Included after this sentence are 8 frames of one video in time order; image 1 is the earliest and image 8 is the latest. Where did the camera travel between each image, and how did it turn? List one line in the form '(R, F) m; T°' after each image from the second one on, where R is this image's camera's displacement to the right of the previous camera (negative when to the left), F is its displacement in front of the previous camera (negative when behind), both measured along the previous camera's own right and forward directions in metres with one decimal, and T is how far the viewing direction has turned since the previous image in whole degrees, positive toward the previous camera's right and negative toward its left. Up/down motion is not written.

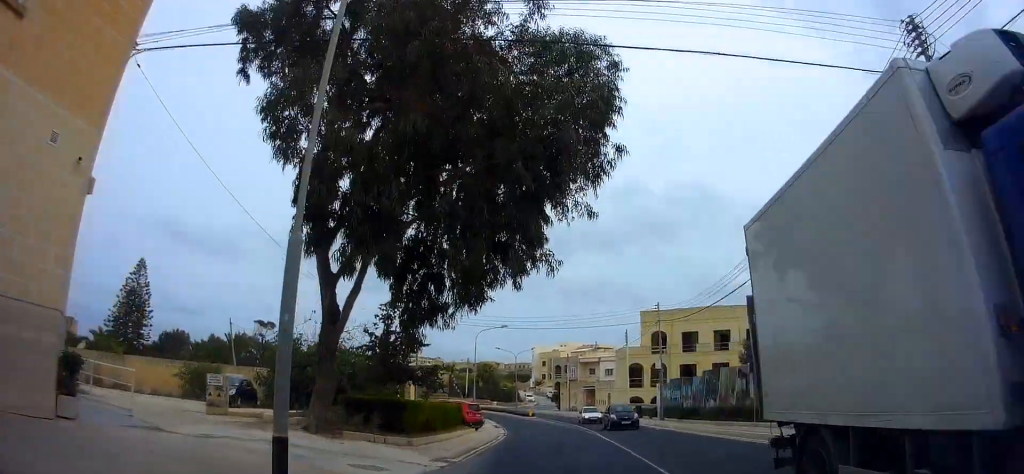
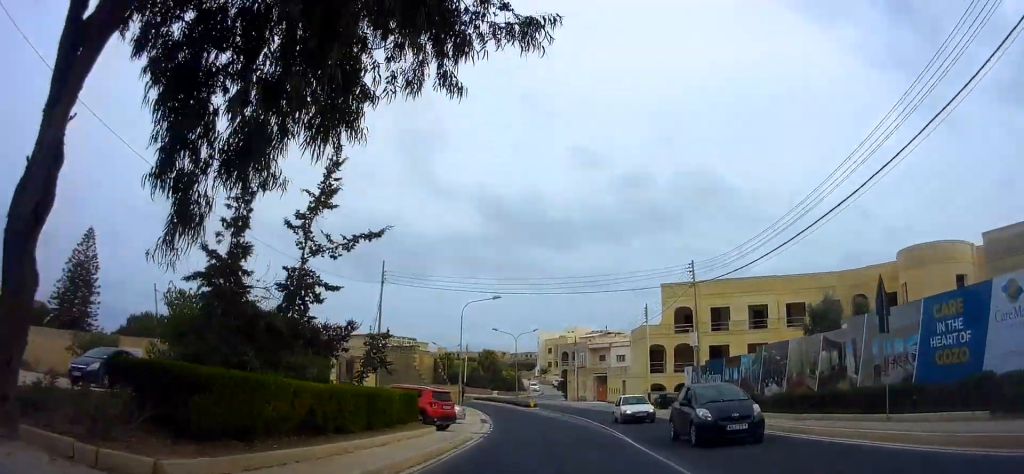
(-0.3, +9.3) m; -2°
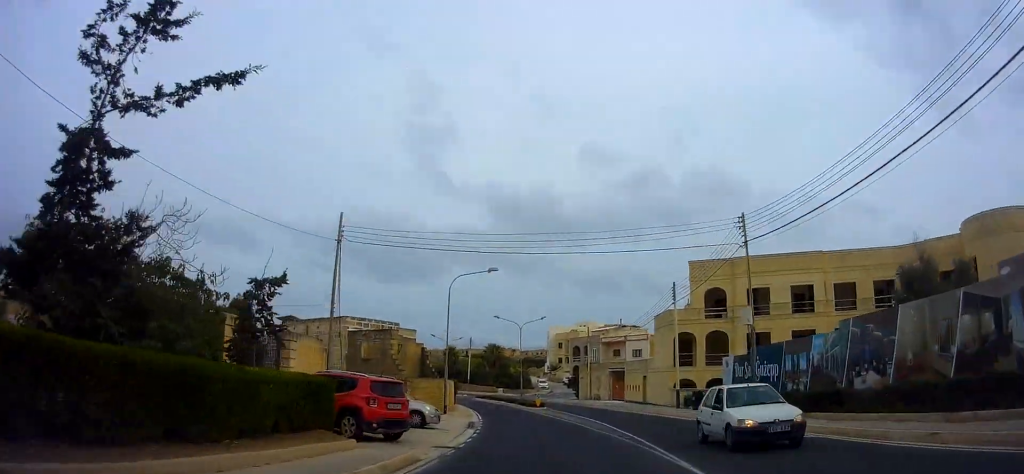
(-0.1, +7.7) m; 0°
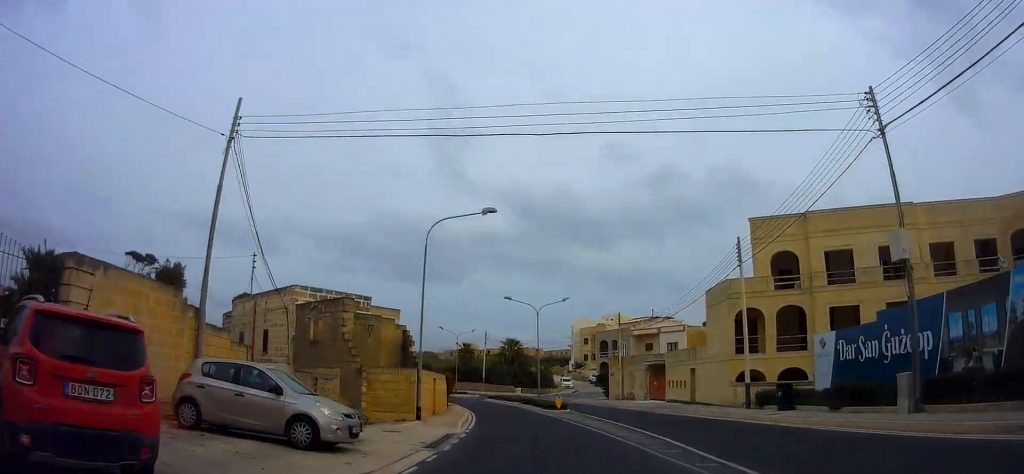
(+0.3, +10.2) m; +1°
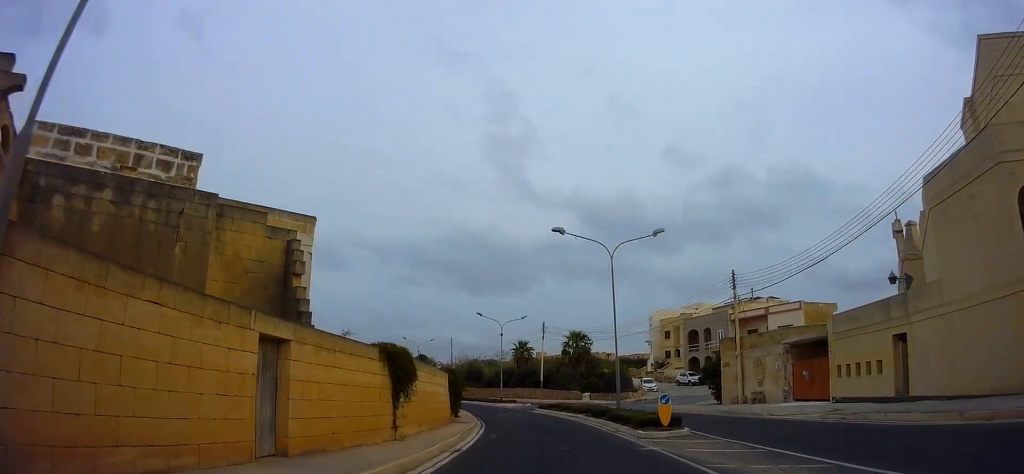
(-1.8, +19.1) m; -11°
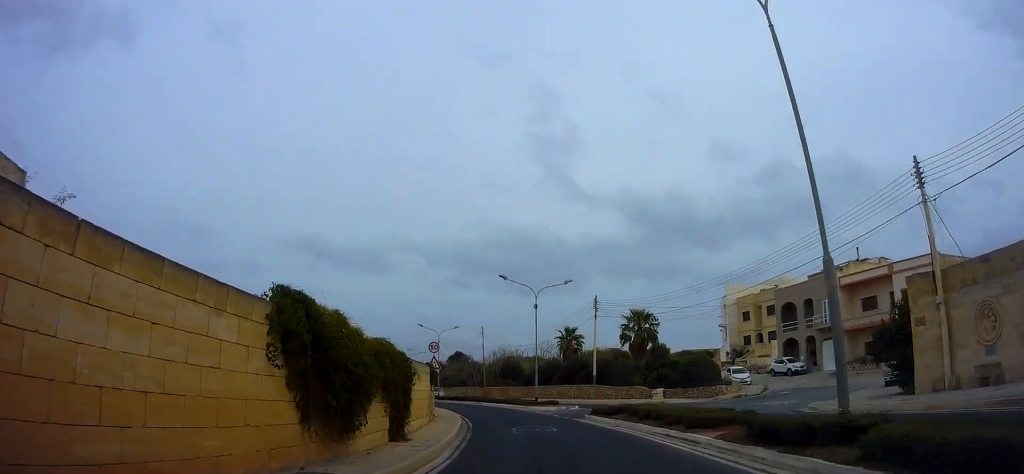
(-0.3, +17.1) m; -3°
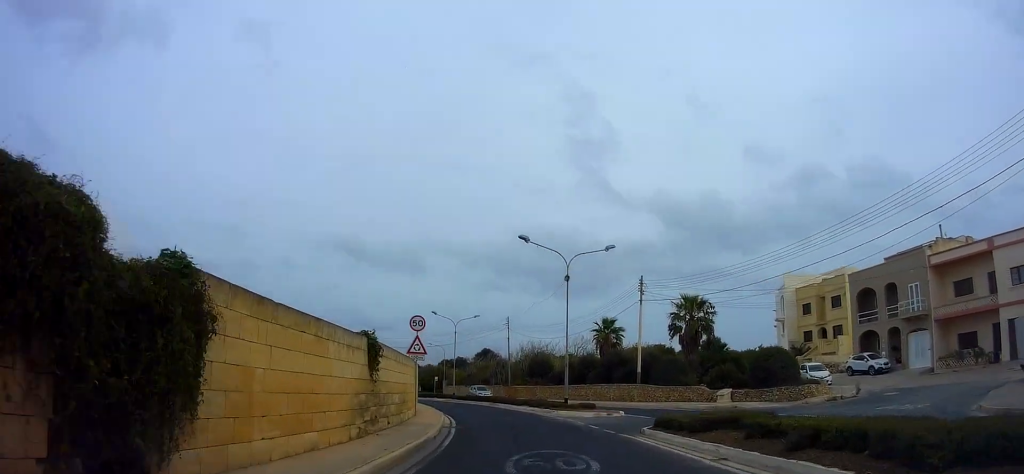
(-0.2, +9.5) m; -4°
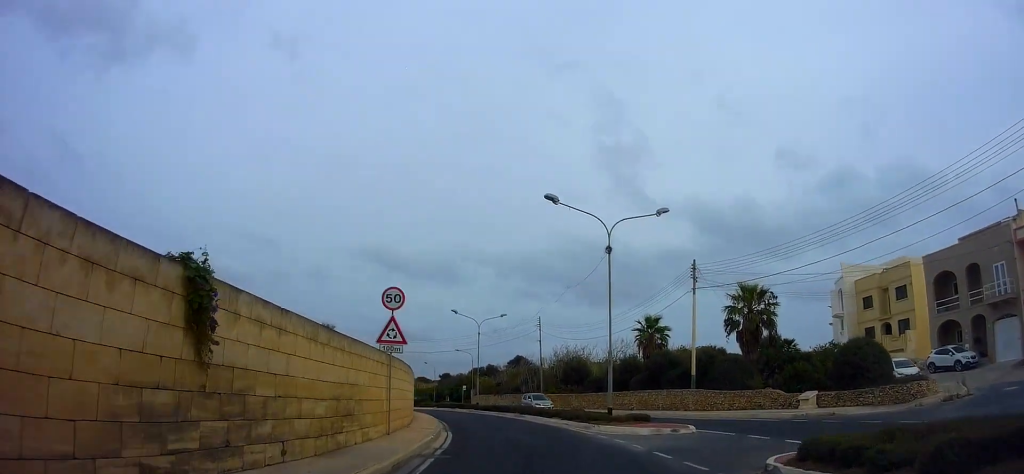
(-0.4, +6.9) m; -3°
